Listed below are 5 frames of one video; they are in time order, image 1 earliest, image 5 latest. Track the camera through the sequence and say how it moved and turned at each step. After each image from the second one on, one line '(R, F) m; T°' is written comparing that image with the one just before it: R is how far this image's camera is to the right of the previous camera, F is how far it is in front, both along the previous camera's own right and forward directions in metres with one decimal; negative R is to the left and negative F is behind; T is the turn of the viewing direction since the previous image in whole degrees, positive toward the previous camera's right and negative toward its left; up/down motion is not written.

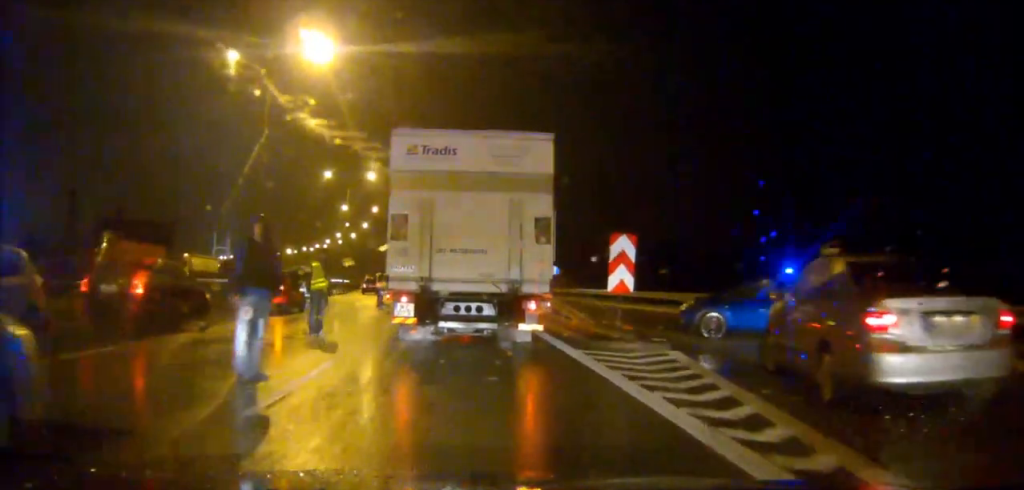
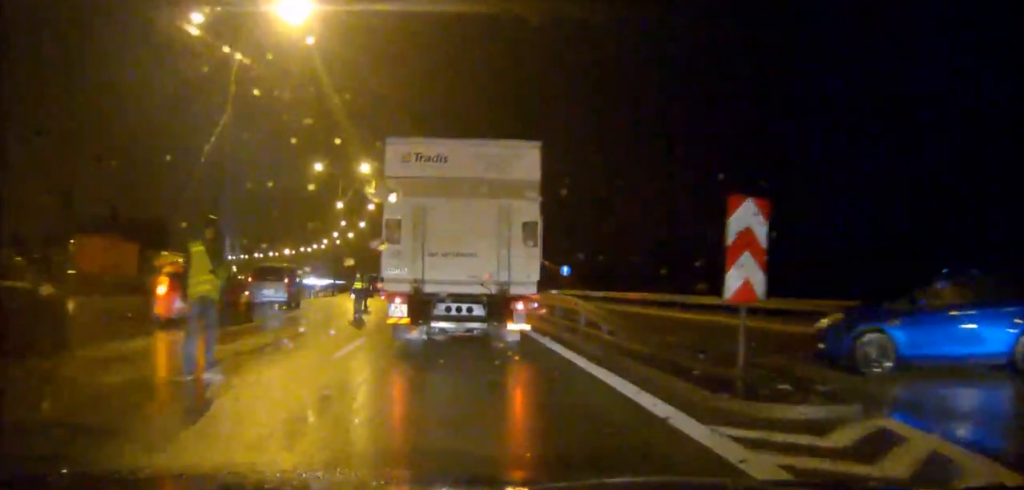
(0.0, +7.1) m; 0°
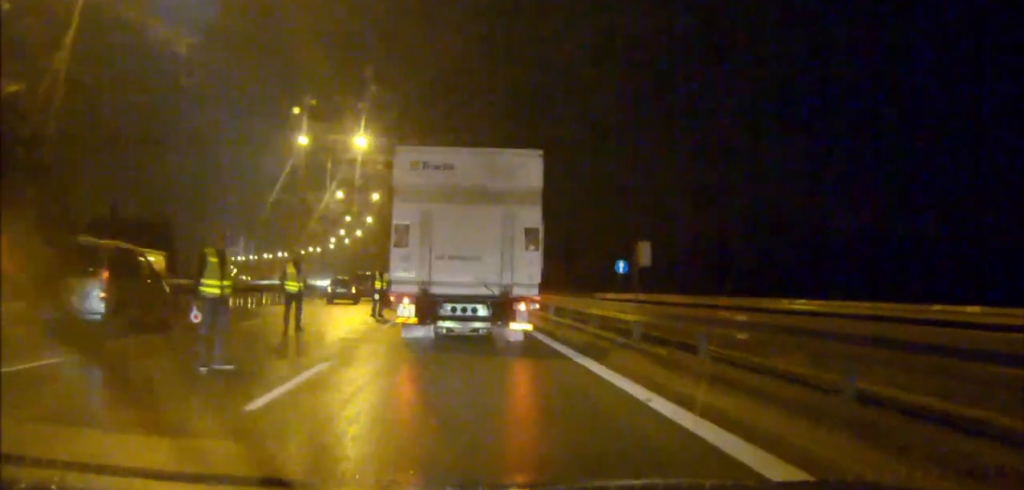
(+0.2, +16.9) m; 0°
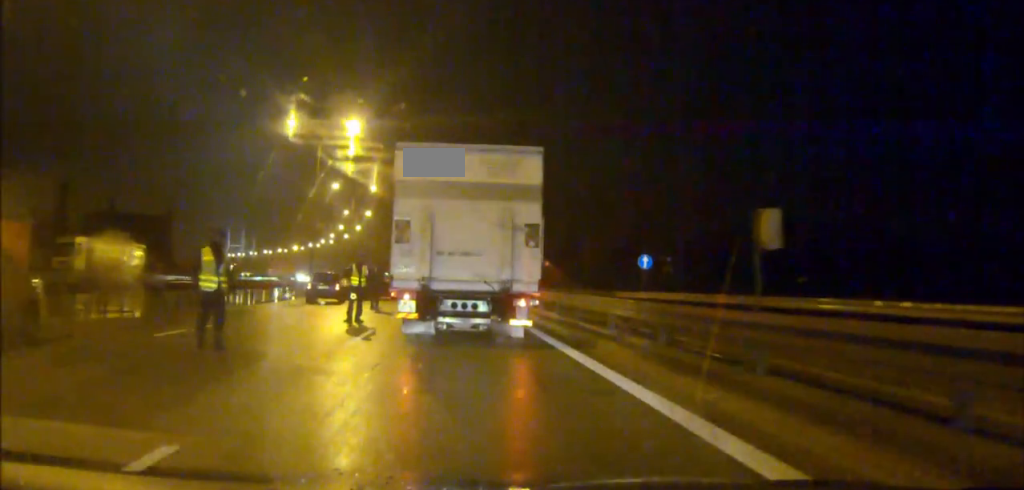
(-0.1, +5.9) m; -1°
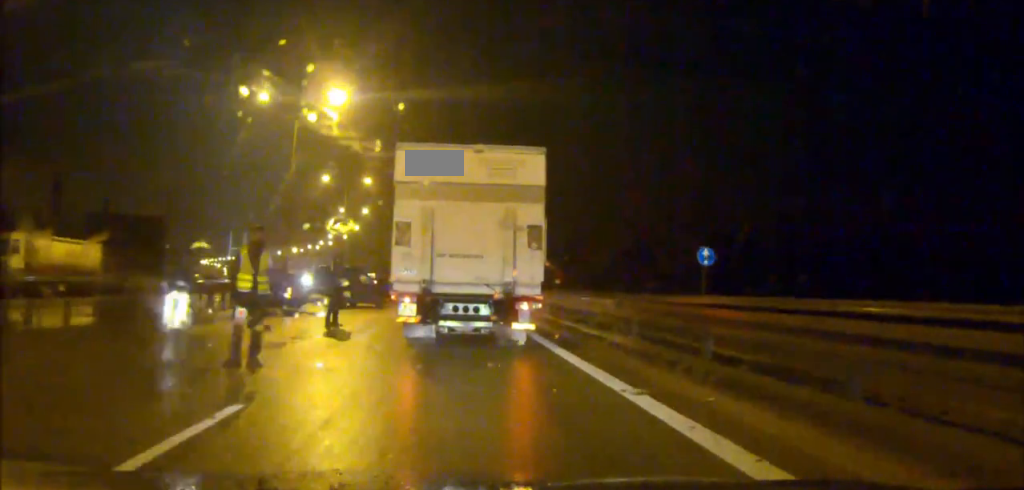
(+0.1, +10.5) m; +1°
